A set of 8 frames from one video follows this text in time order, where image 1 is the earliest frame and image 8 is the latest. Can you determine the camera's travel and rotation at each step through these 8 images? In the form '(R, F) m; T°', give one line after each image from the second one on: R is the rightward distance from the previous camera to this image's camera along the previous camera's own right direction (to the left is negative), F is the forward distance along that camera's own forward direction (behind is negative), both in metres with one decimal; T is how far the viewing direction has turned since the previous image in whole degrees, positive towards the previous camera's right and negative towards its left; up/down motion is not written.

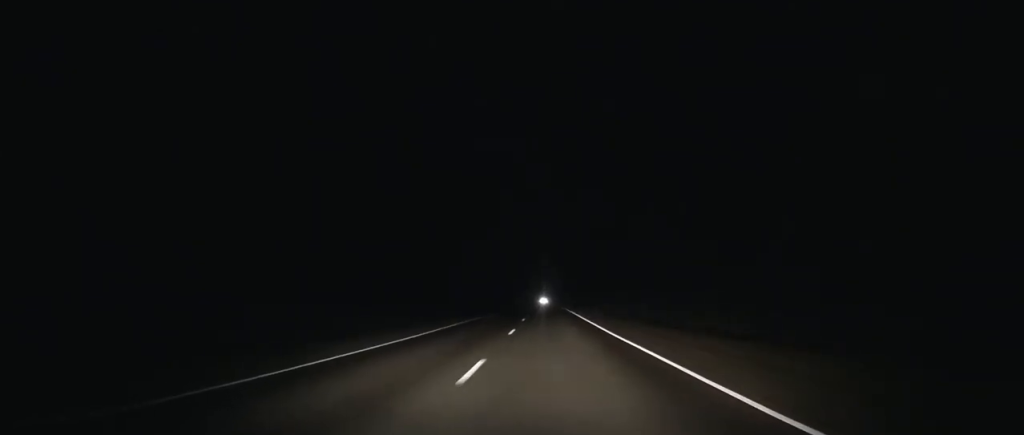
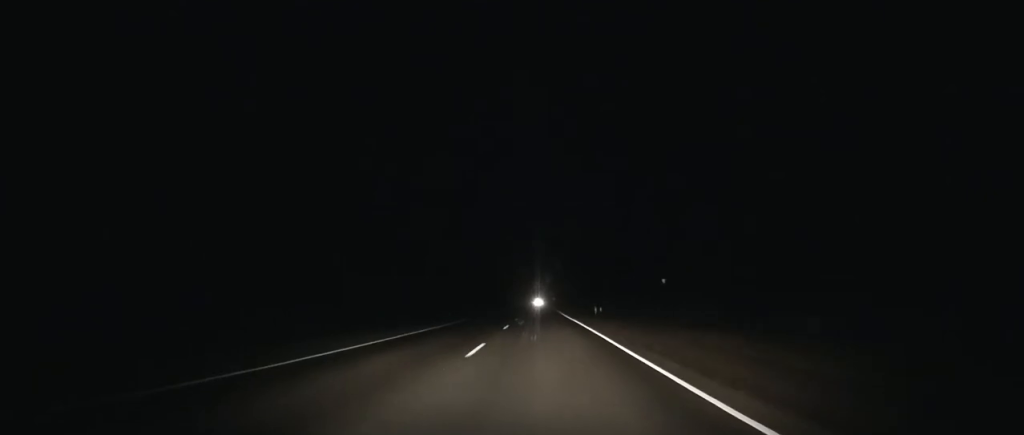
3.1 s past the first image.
(+0.3, +88.8) m; 0°
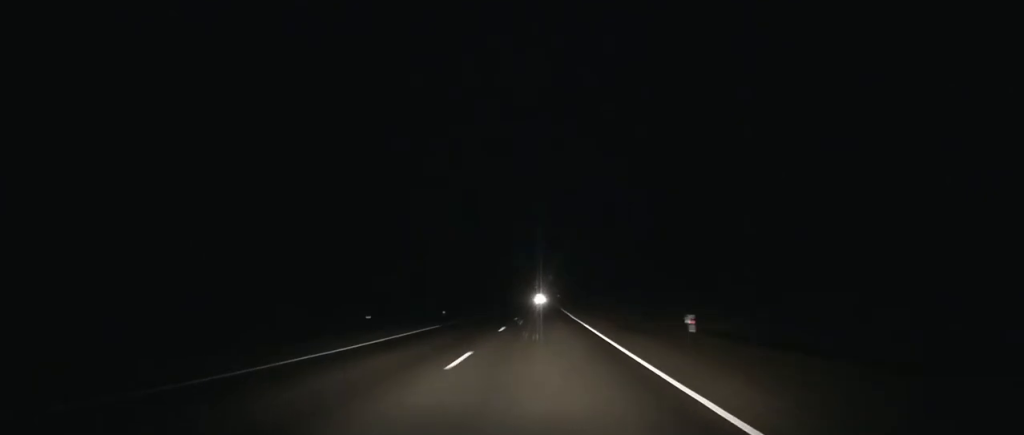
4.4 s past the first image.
(0.0, +38.3) m; 0°
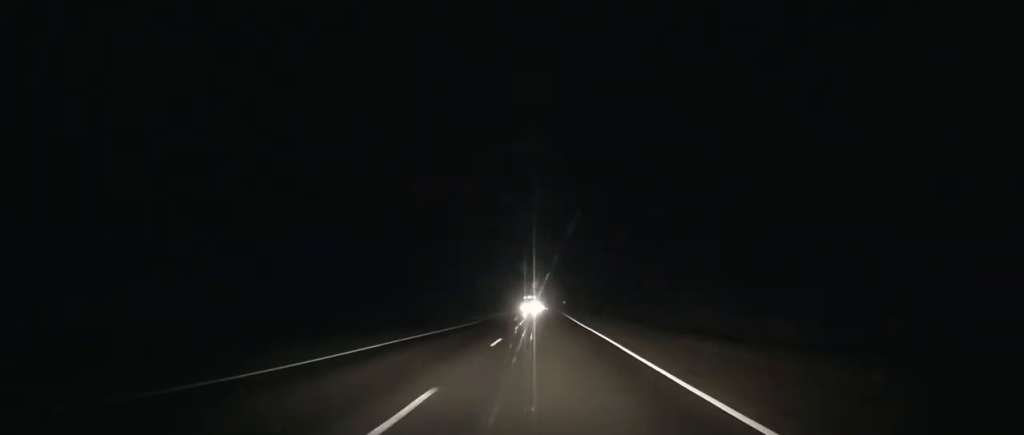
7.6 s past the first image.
(-0.1, +93.2) m; 0°
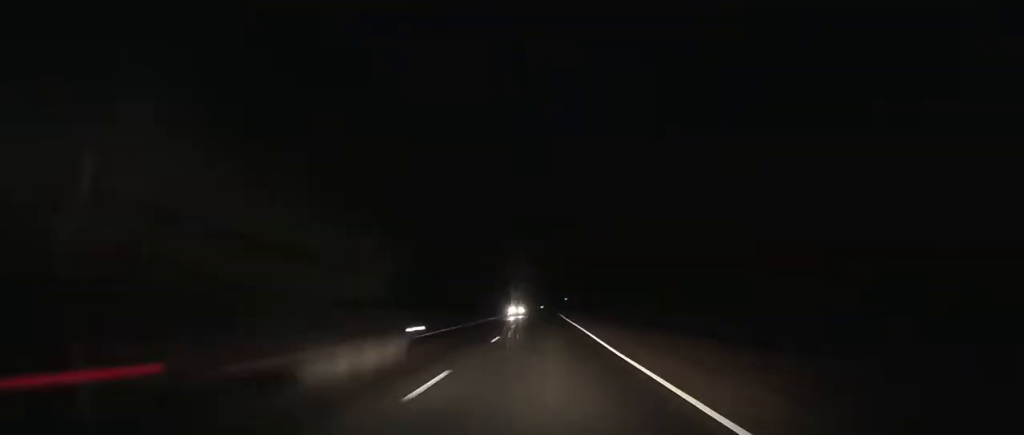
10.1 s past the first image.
(-0.1, +70.9) m; 0°
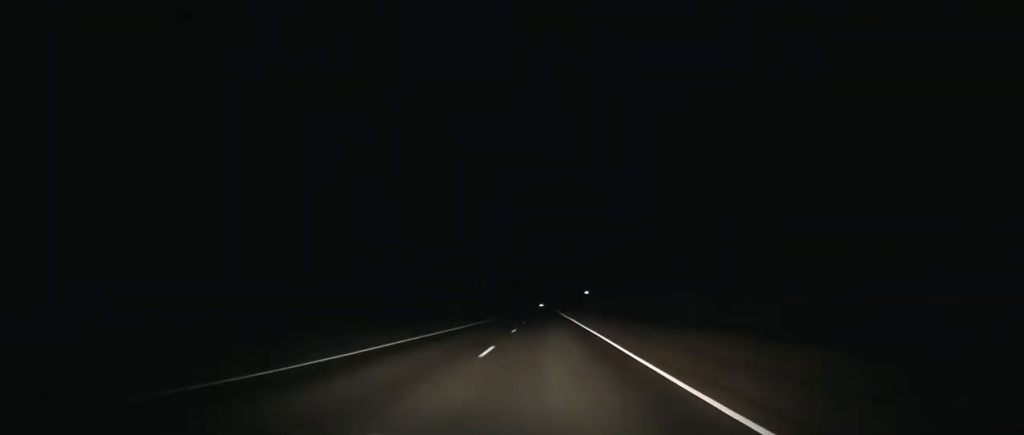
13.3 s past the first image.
(0.0, +88.2) m; 0°
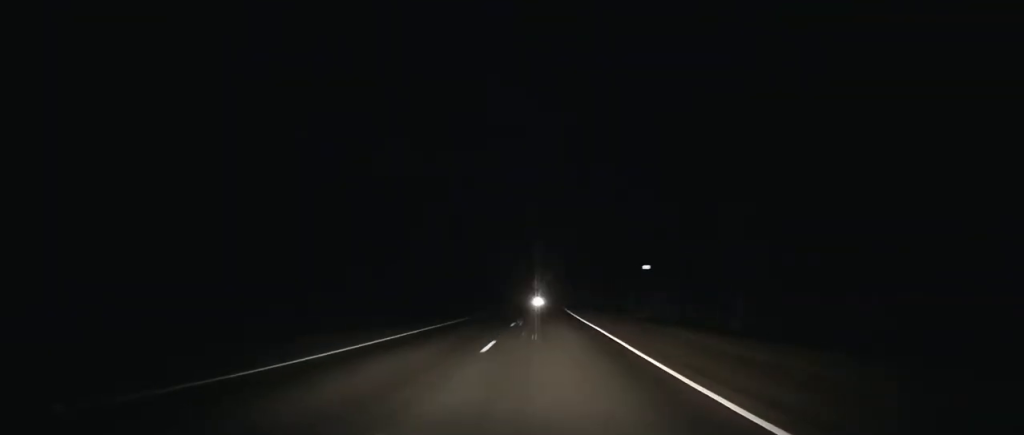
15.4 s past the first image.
(+0.1, +56.9) m; 0°
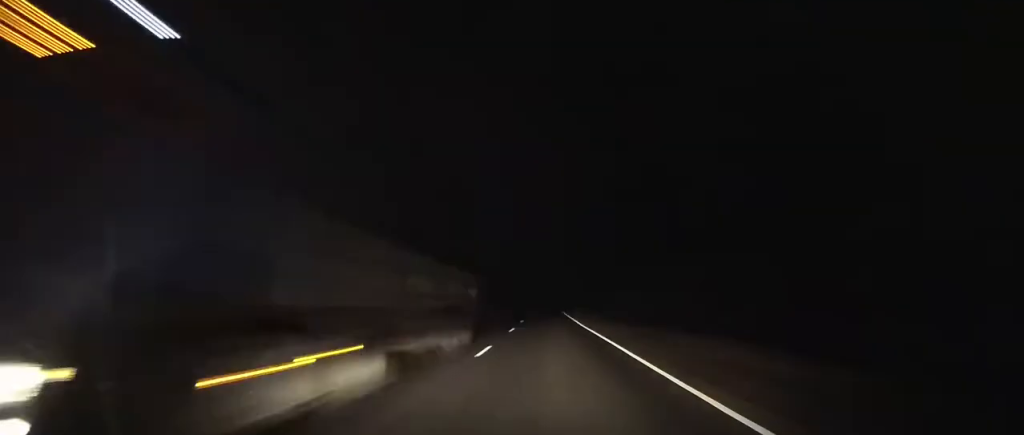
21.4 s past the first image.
(-0.4, +168.4) m; 0°
